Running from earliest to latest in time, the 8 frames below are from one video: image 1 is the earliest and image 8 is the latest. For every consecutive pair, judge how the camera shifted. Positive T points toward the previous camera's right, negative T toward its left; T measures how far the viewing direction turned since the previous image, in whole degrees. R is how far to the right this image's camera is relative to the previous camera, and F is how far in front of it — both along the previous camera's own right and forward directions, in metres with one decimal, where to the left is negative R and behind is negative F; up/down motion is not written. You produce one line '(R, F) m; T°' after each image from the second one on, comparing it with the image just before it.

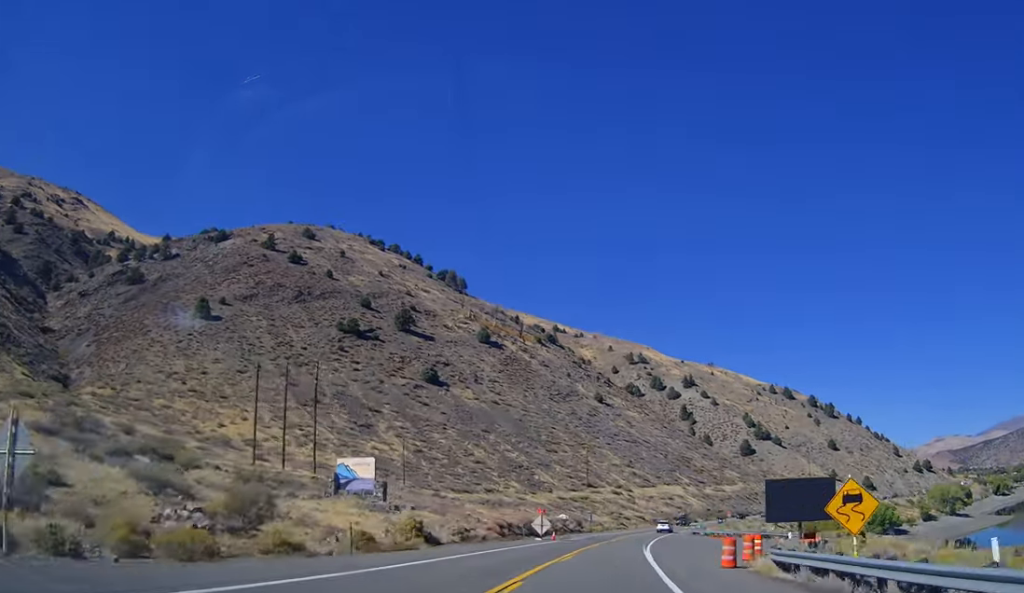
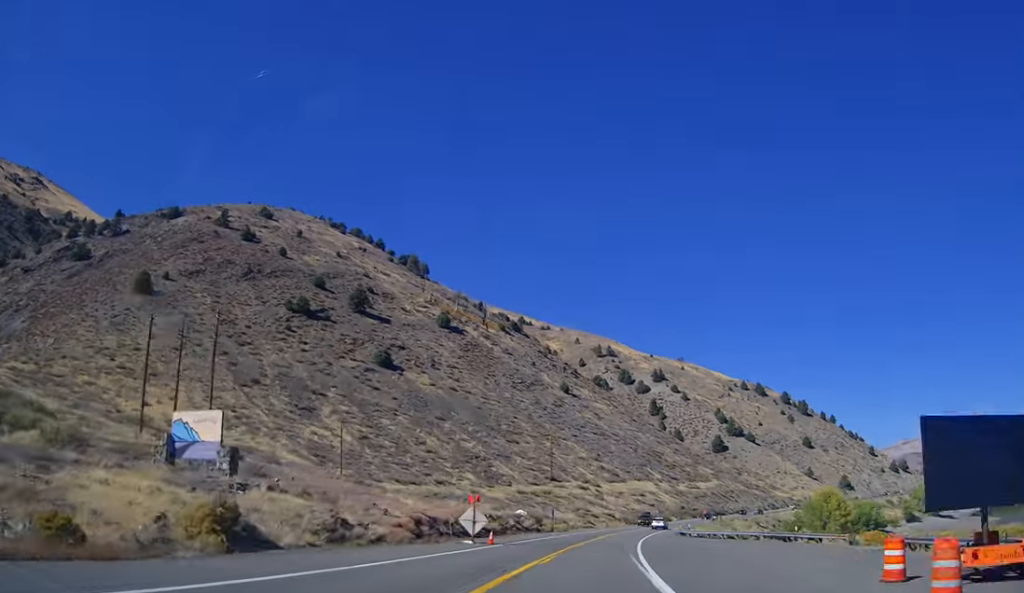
(-0.1, +15.4) m; +2°
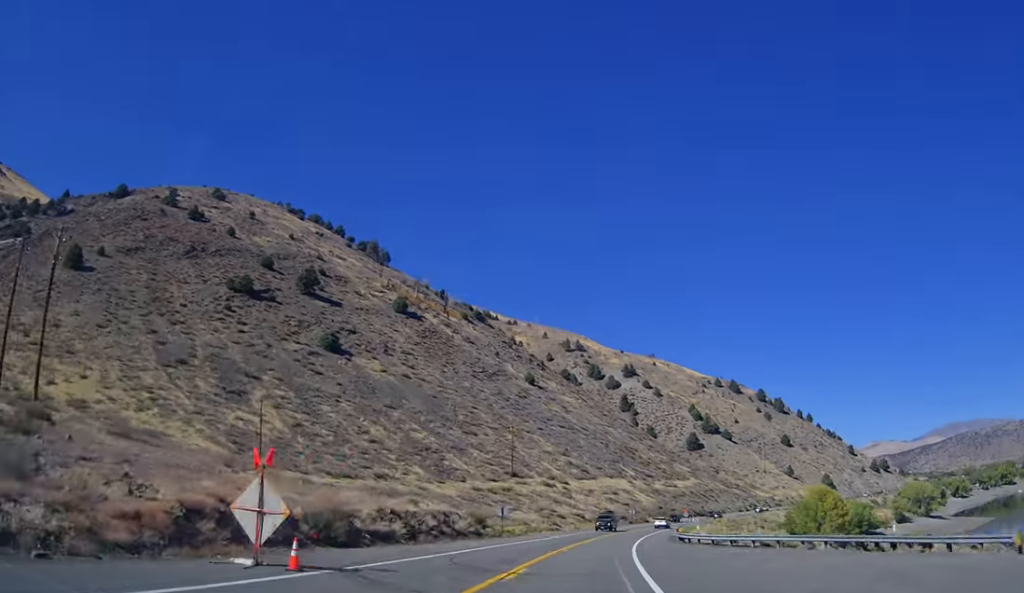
(+0.5, +18.8) m; +2°
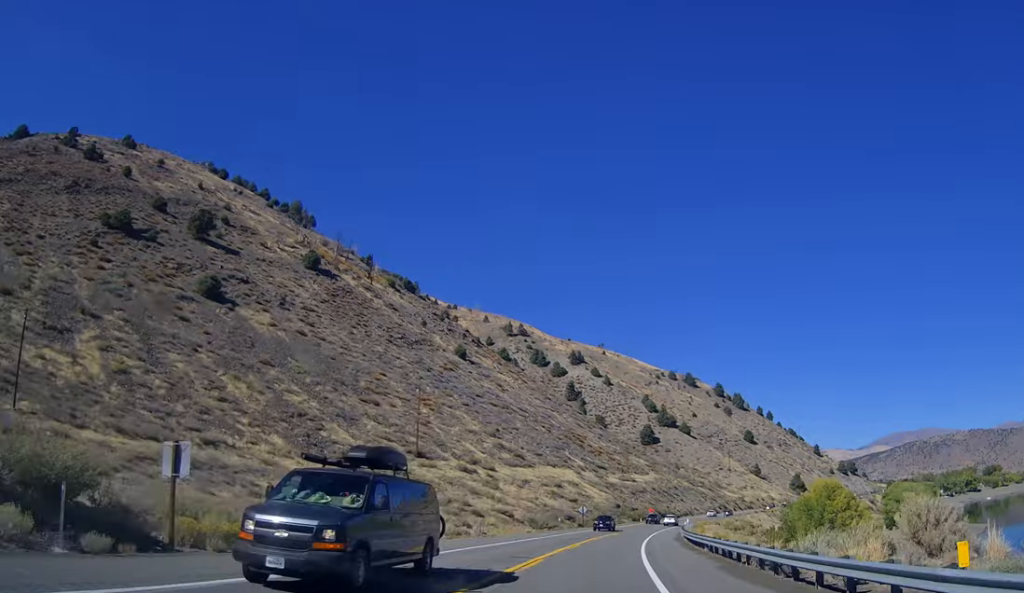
(+1.5, +38.4) m; +4°
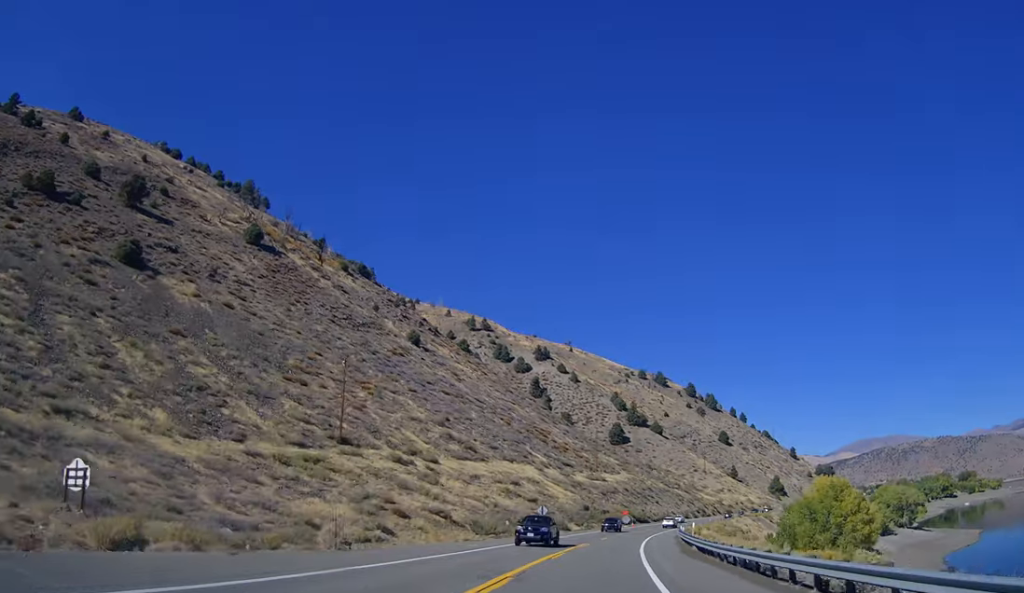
(0.0, +19.3) m; +2°
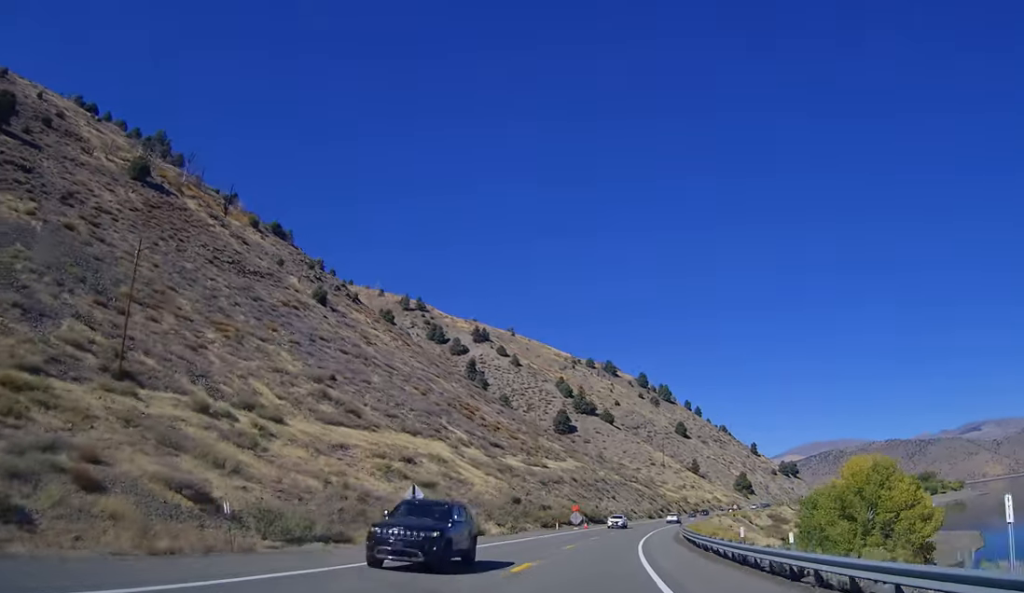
(+1.3, +34.6) m; +5°
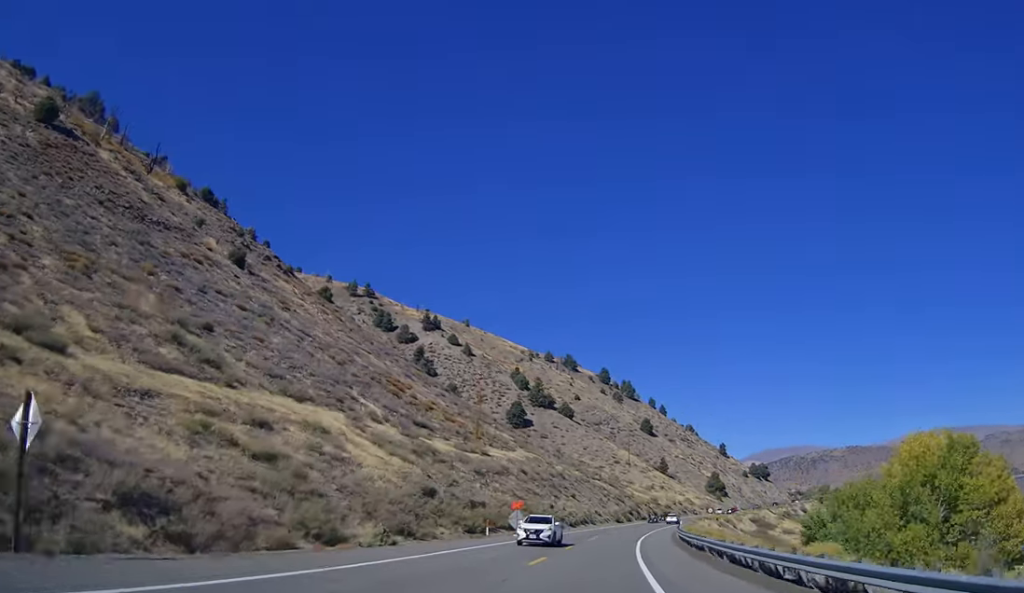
(+1.0, +24.1) m; +4°
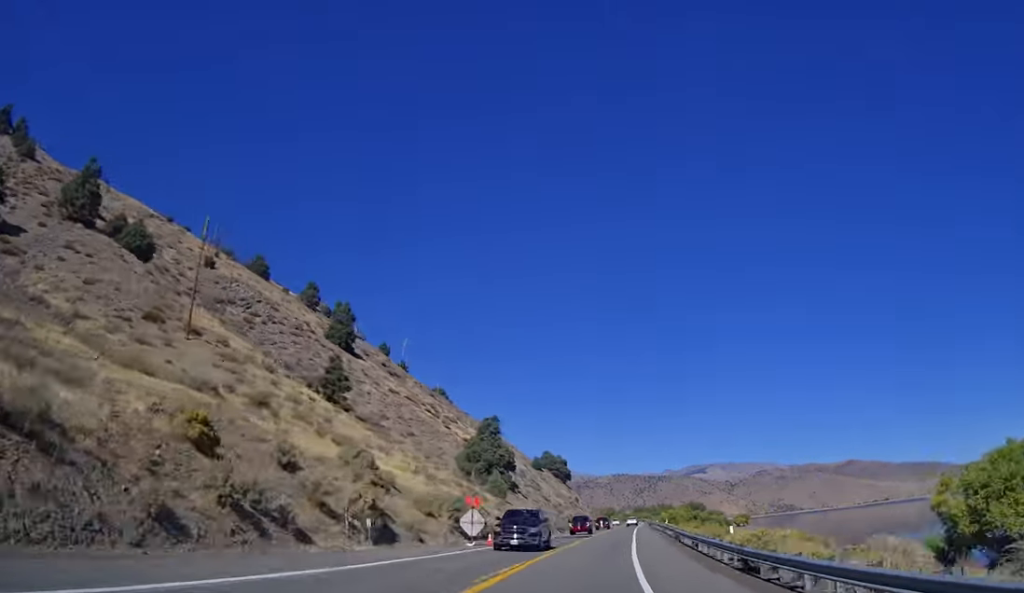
(+24.2, +140.8) m; +18°
